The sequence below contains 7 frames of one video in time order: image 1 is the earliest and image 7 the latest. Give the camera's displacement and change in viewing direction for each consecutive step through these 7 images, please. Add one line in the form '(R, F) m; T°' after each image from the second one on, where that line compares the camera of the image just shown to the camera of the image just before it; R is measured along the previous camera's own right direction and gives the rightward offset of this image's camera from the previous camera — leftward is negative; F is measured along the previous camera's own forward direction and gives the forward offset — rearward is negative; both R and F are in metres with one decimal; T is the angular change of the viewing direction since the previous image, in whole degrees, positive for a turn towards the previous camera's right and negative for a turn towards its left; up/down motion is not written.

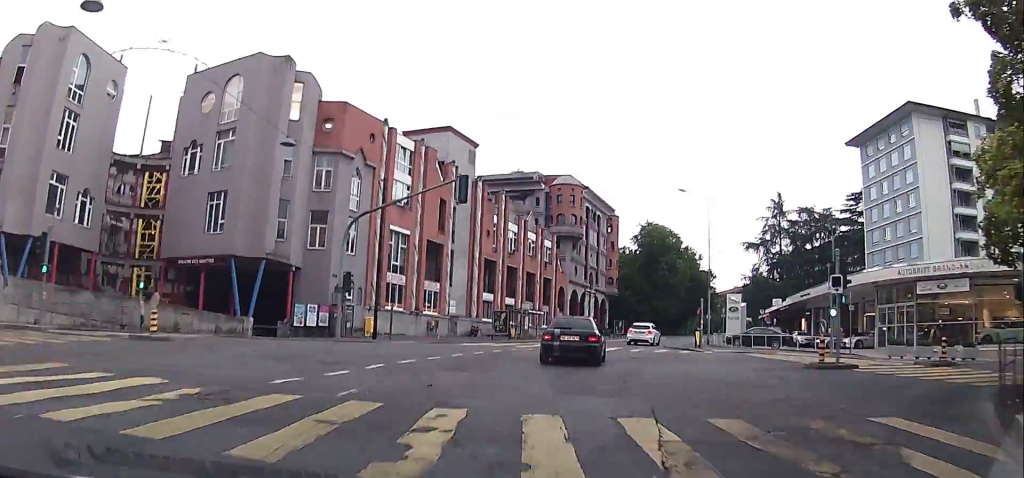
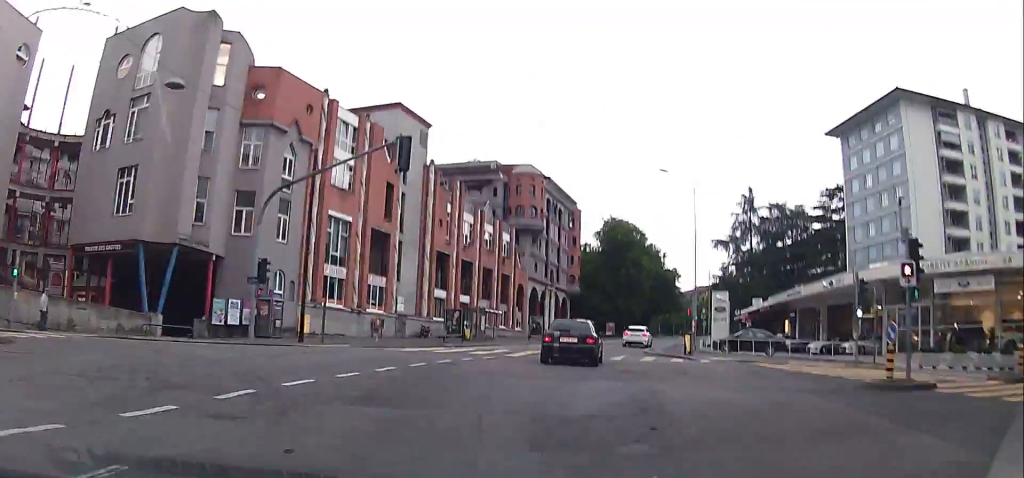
(+0.6, +6.3) m; +1°
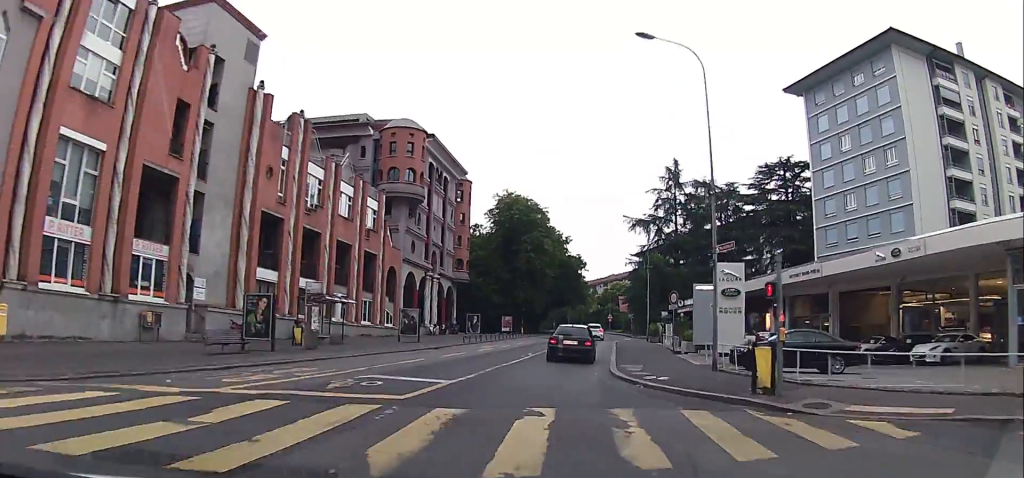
(-0.1, +19.2) m; +5°
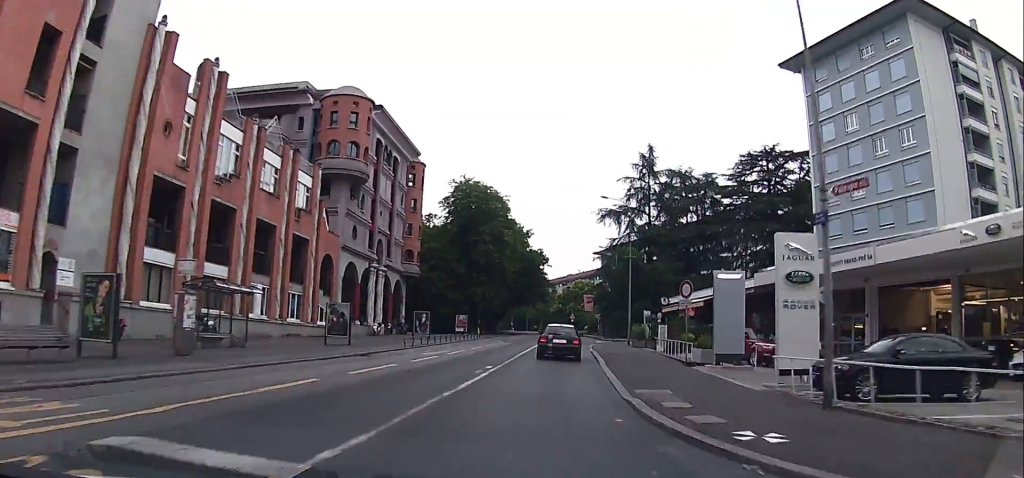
(+0.5, +8.6) m; +6°
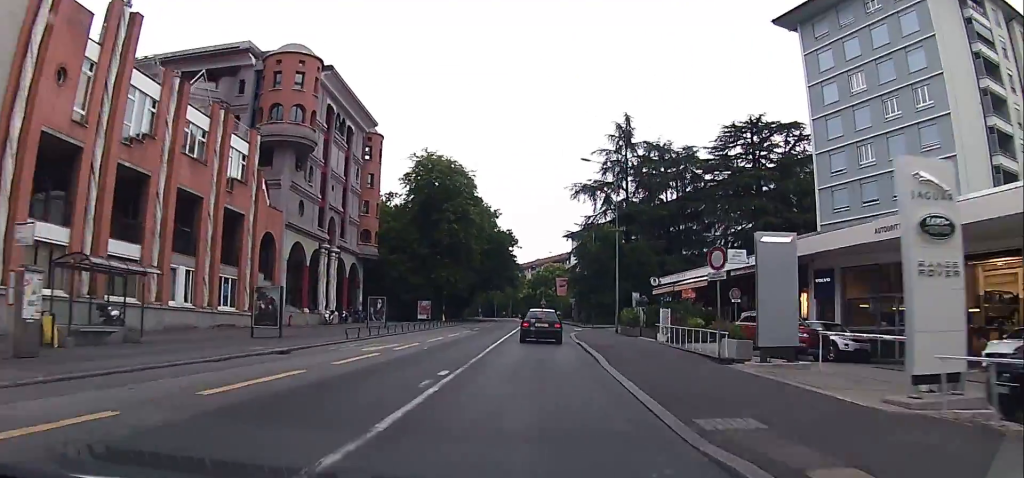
(+0.4, +6.7) m; +3°
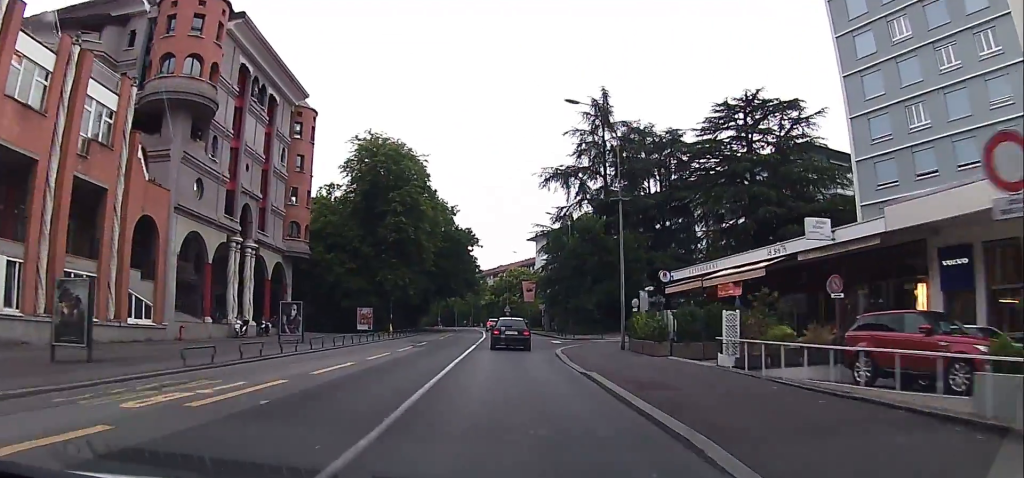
(+0.4, +12.4) m; +4°
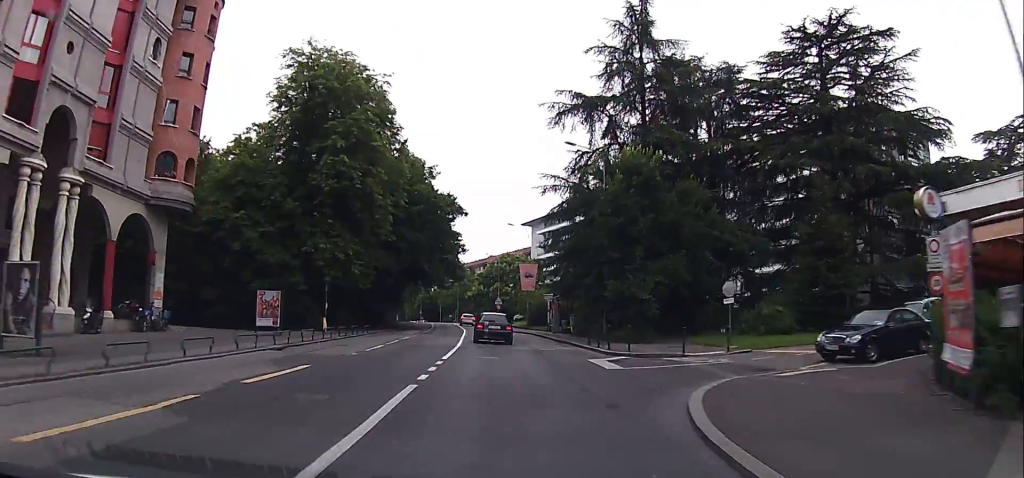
(+0.9, +22.1) m; +1°
